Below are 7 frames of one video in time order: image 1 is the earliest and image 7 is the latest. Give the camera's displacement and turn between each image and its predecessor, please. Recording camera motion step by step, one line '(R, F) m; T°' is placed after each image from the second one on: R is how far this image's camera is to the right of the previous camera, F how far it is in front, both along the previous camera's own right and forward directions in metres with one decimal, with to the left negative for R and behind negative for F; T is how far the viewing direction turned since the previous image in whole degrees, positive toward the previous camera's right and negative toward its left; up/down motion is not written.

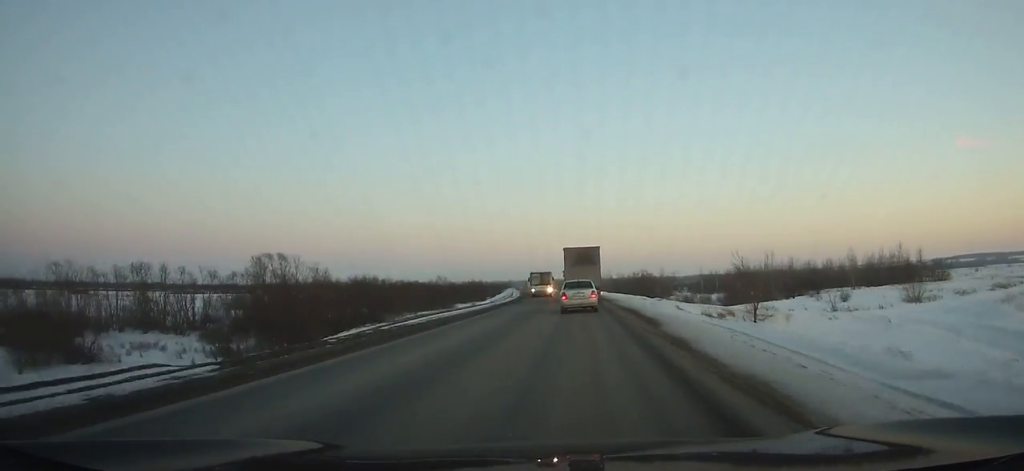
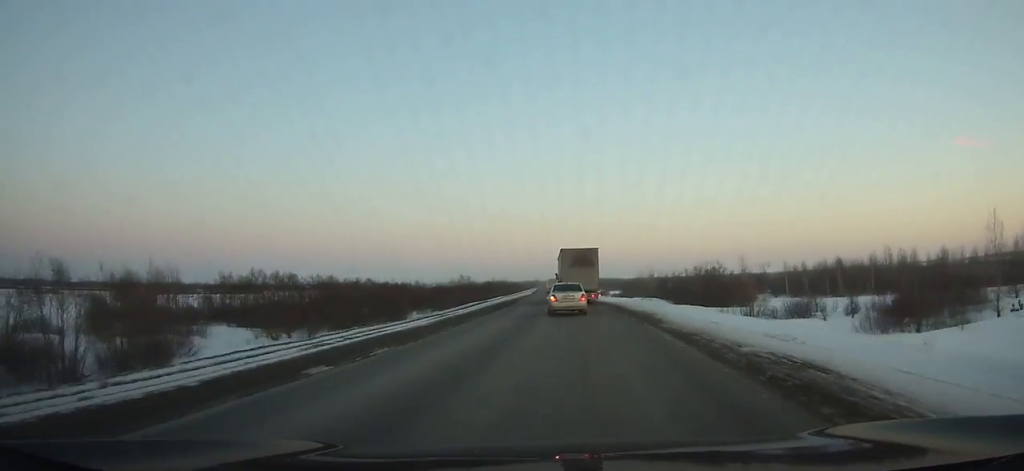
(-0.7, +65.2) m; -2°
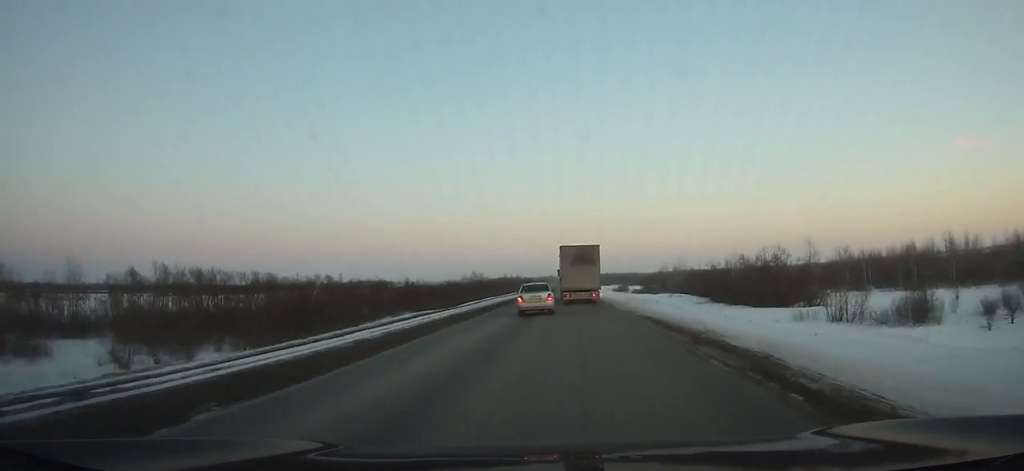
(-0.1, +27.7) m; -1°
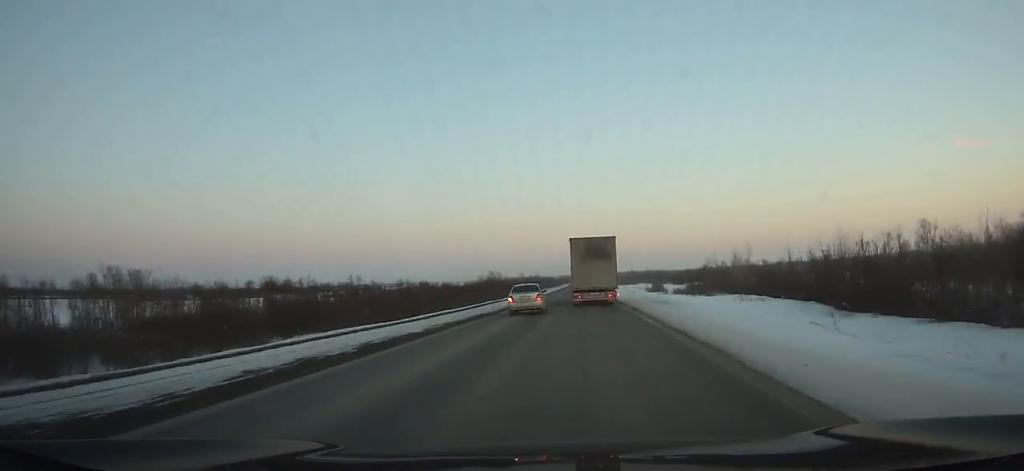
(-0.5, +48.5) m; -1°
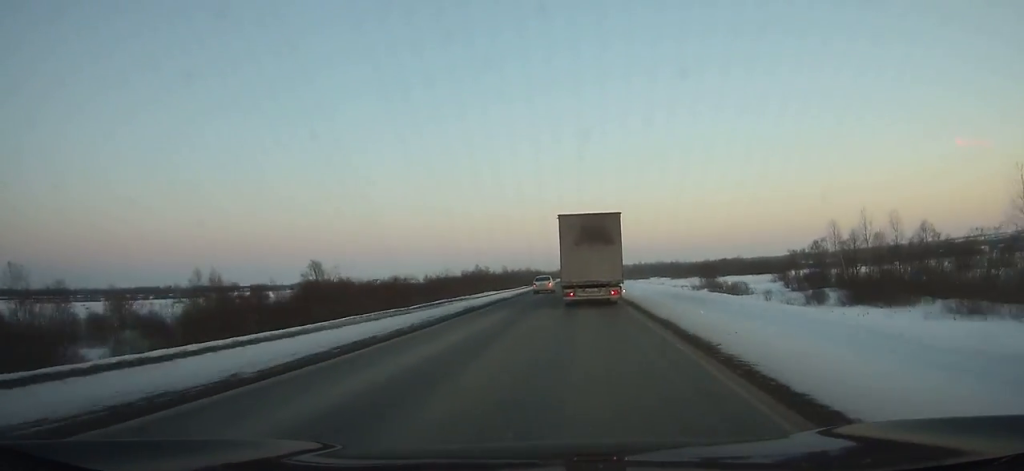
(-1.1, +98.2) m; -1°
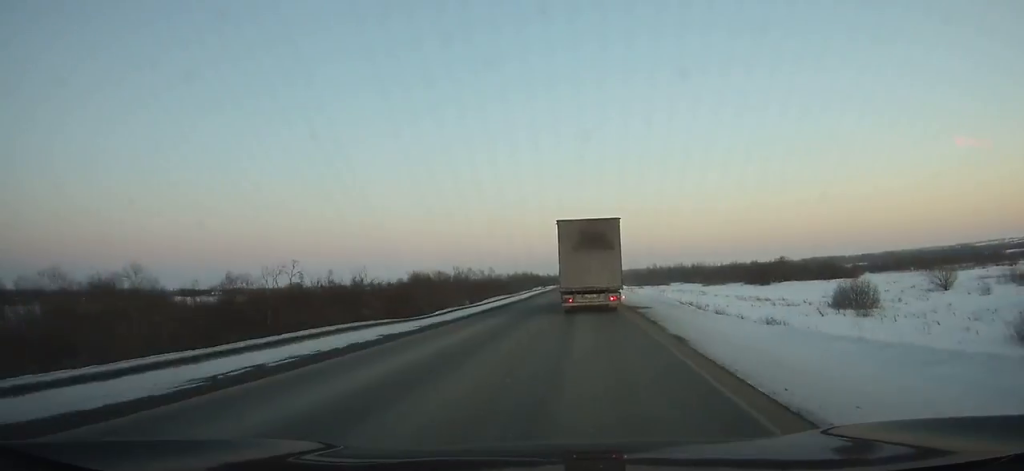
(-0.5, +76.0) m; -1°
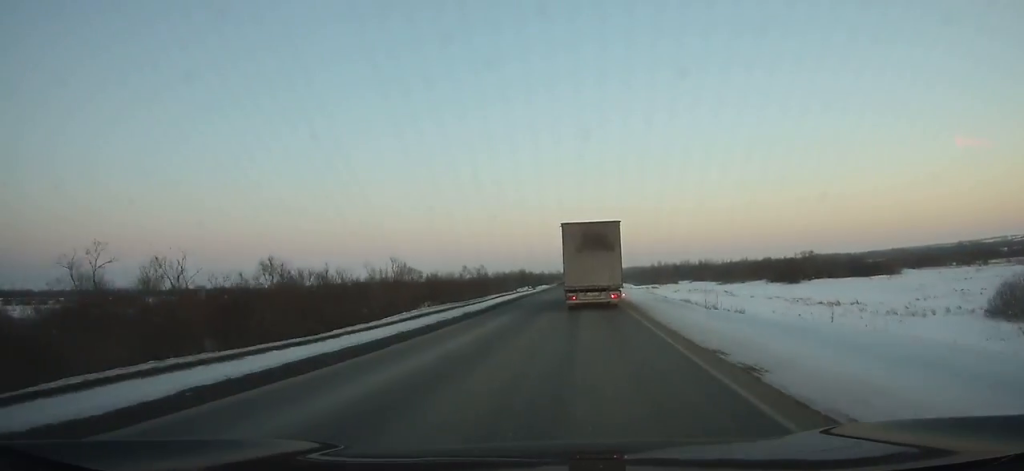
(-0.1, +29.9) m; 0°
